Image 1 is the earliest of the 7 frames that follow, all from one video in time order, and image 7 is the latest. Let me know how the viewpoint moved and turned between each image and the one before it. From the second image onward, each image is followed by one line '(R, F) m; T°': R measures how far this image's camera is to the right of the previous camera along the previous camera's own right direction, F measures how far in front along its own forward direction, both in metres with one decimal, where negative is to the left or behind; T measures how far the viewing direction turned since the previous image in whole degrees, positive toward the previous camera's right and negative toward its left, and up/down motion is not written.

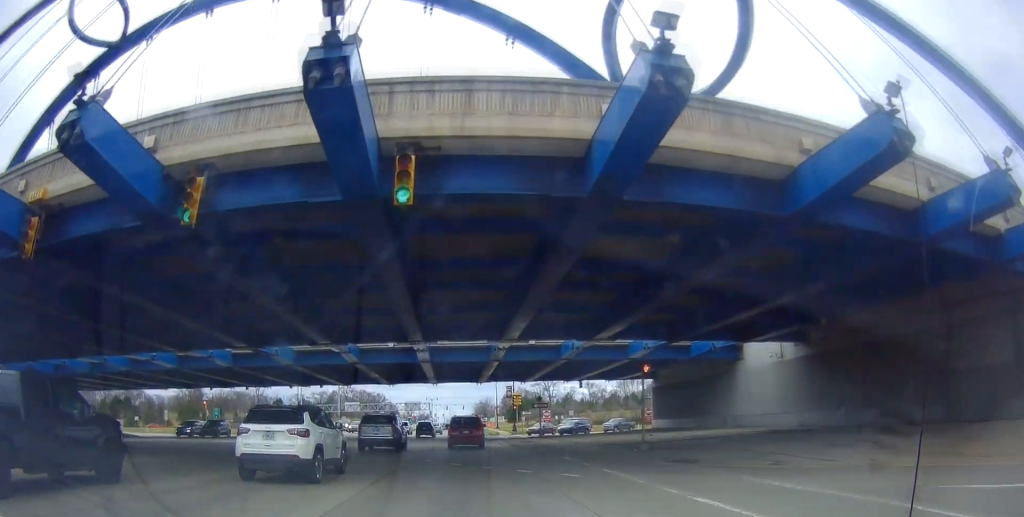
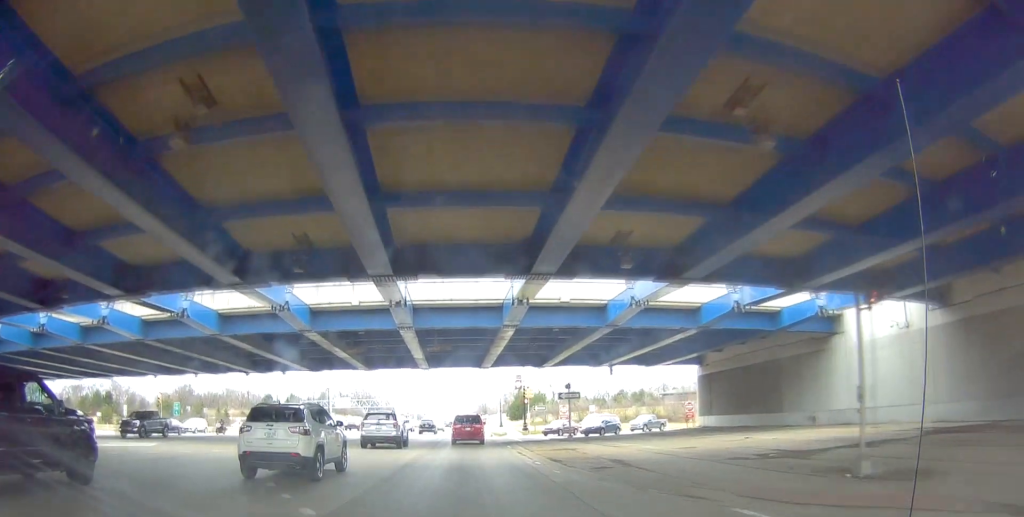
(-0.1, +12.5) m; -1°
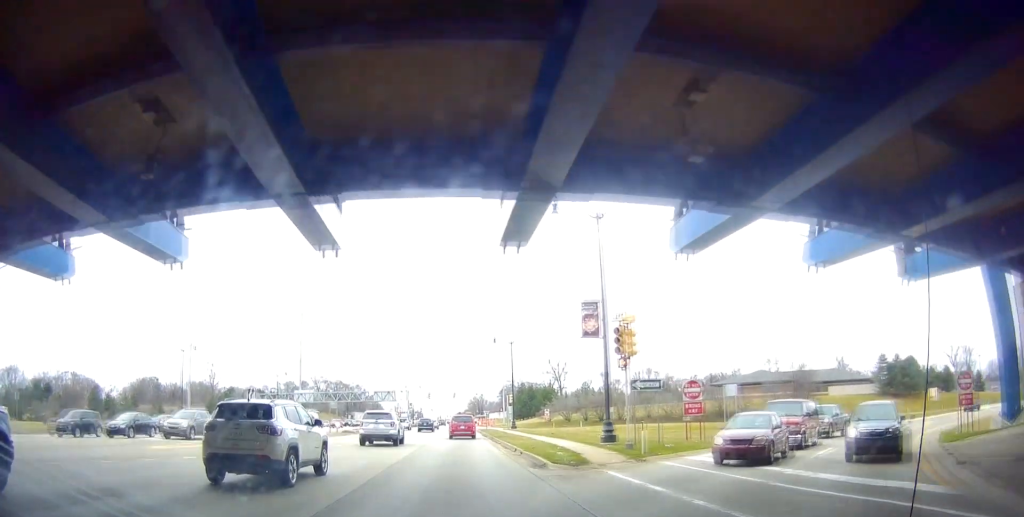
(-0.5, +33.4) m; 0°
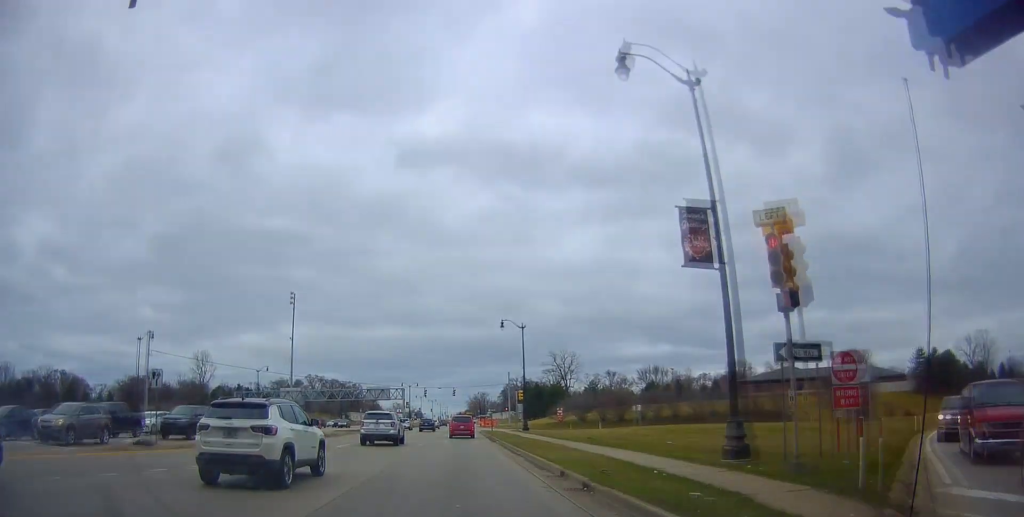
(+0.2, +10.7) m; +3°
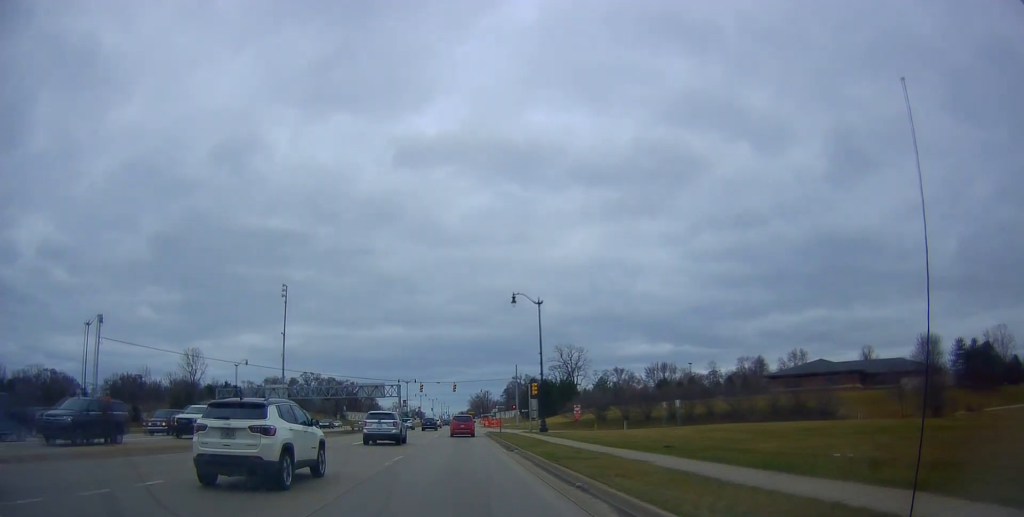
(+0.2, +10.5) m; +2°
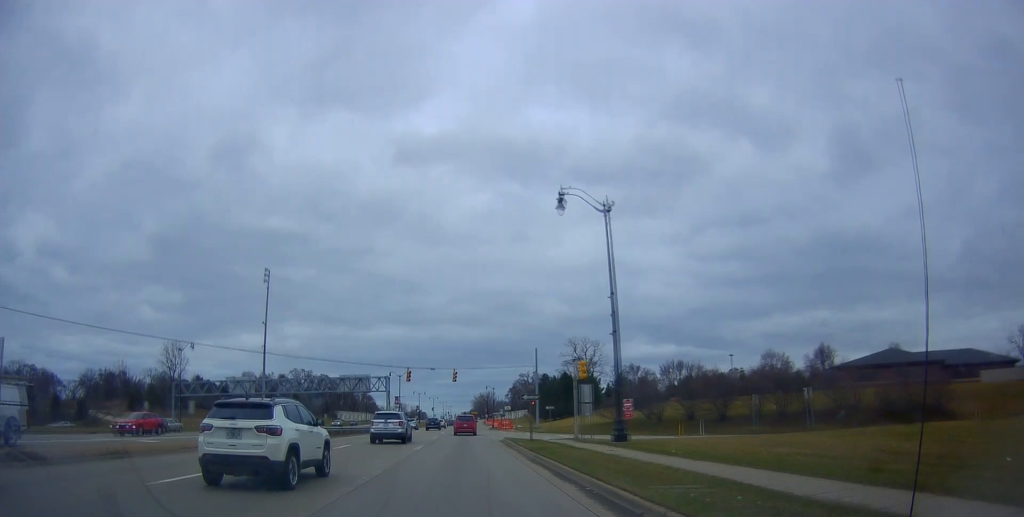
(+0.5, +22.0) m; +1°
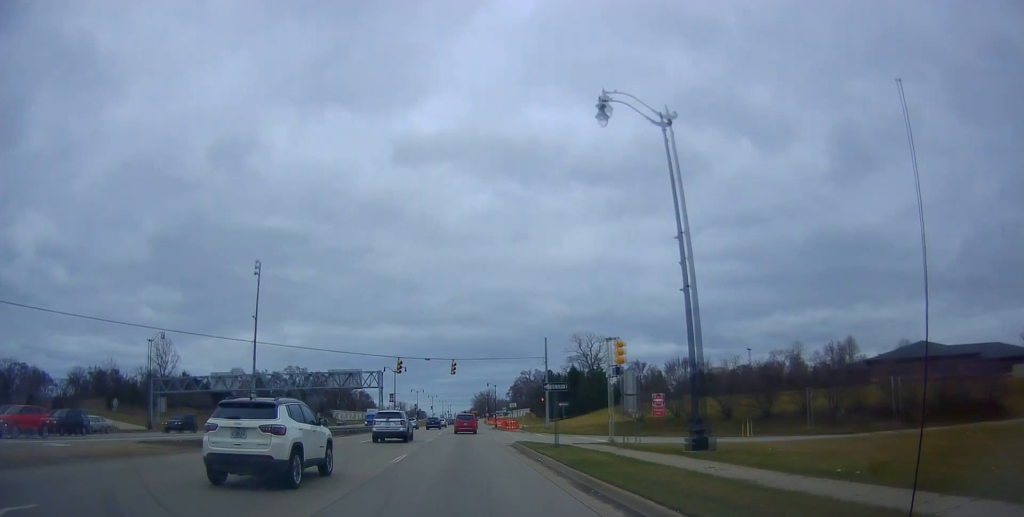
(0.0, +8.6) m; 0°
